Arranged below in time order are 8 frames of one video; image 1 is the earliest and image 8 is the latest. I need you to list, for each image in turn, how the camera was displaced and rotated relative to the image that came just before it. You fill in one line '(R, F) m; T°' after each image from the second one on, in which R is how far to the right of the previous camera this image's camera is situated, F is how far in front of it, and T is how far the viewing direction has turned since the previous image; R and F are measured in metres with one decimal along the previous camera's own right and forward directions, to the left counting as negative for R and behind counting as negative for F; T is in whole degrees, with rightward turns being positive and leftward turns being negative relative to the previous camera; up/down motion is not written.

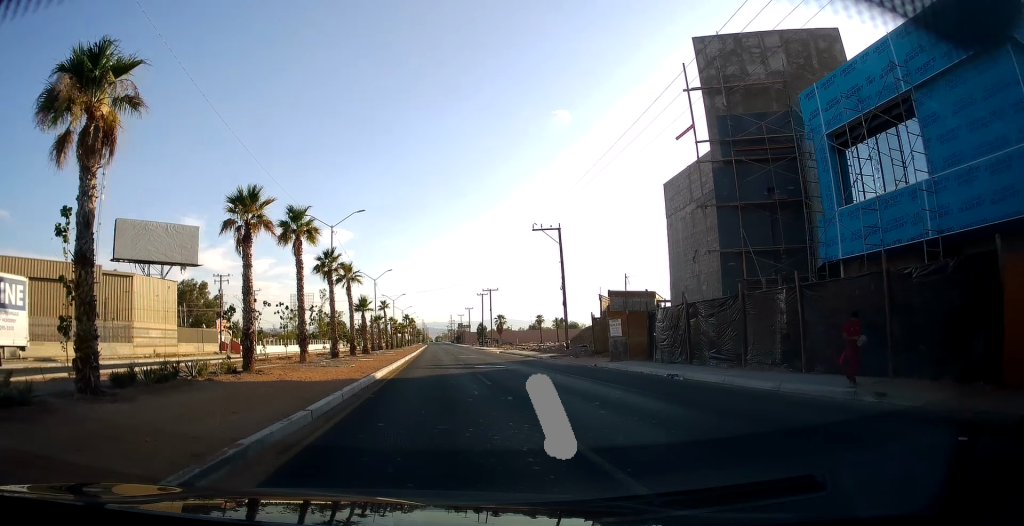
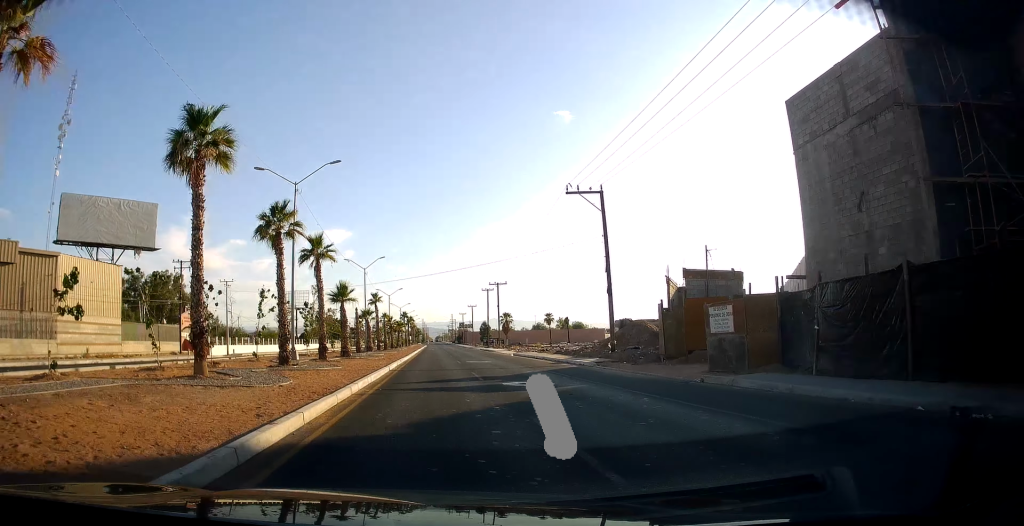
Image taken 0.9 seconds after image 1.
(-0.4, +11.8) m; -2°
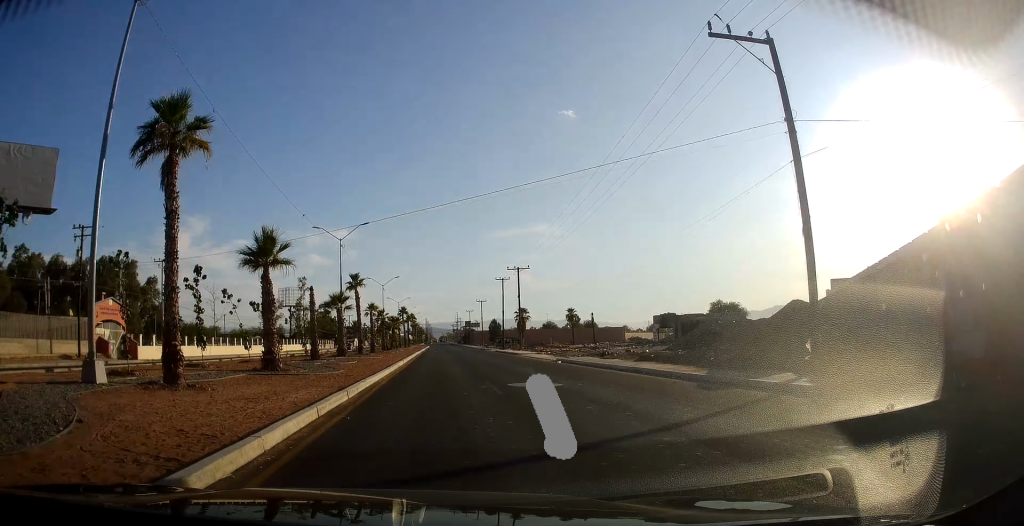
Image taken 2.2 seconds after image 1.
(+0.3, +20.0) m; +2°
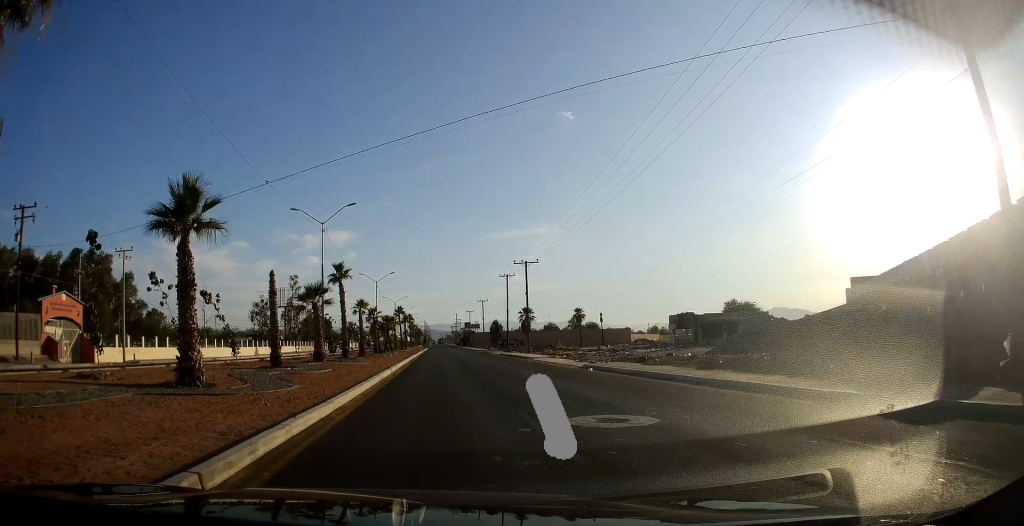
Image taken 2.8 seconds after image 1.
(+0.2, +7.7) m; 0°
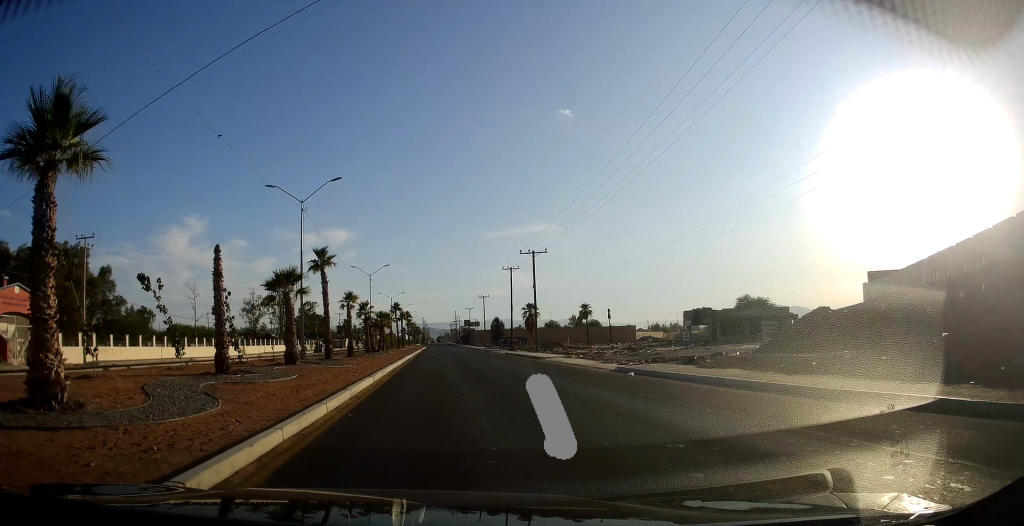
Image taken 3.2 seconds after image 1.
(0.0, +6.6) m; 0°
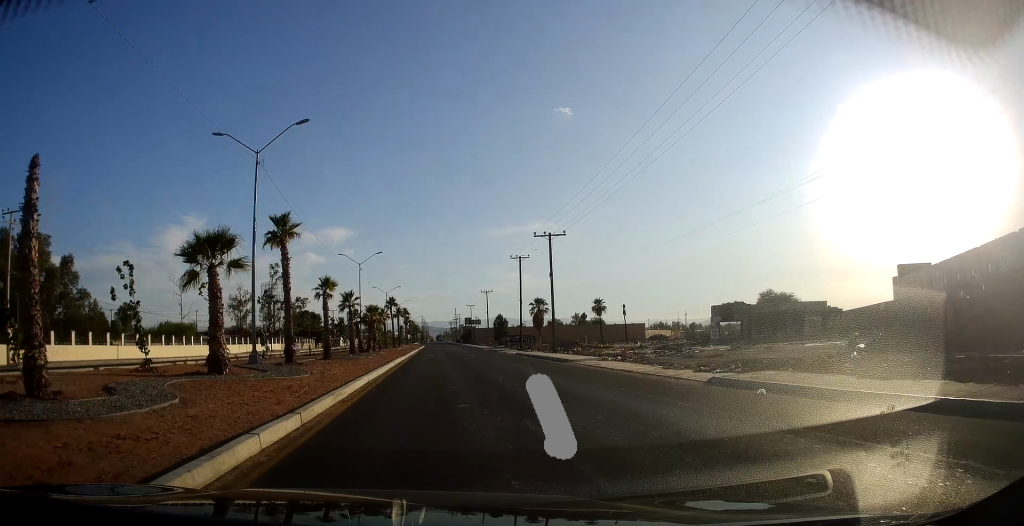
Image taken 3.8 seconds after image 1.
(-0.2, +9.3) m; 0°
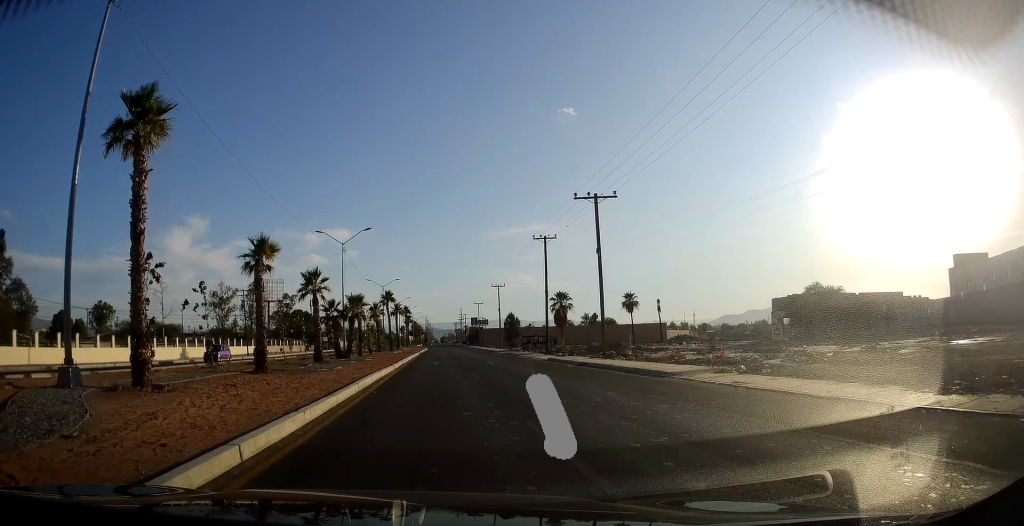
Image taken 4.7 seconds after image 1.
(+0.1, +15.0) m; +1°
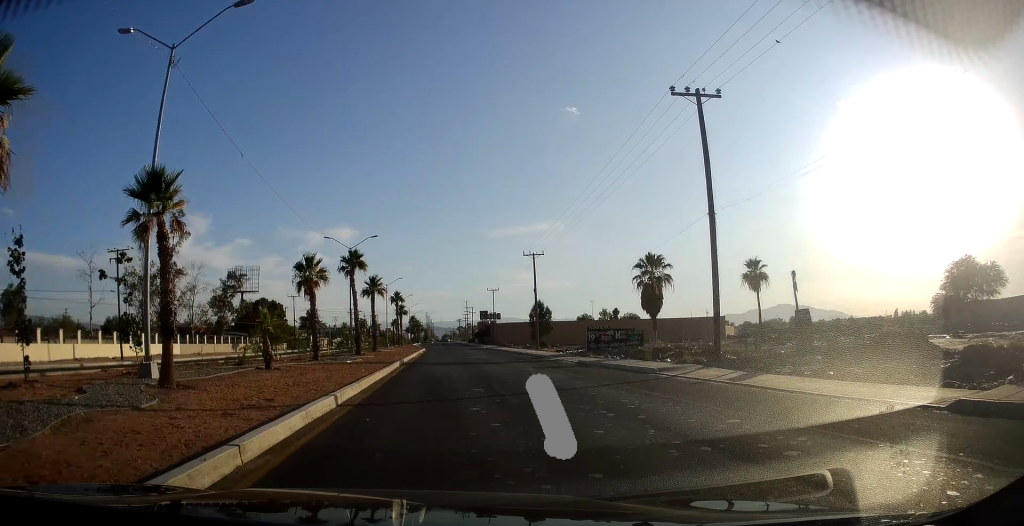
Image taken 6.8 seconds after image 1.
(-0.5, +36.2) m; -1°
